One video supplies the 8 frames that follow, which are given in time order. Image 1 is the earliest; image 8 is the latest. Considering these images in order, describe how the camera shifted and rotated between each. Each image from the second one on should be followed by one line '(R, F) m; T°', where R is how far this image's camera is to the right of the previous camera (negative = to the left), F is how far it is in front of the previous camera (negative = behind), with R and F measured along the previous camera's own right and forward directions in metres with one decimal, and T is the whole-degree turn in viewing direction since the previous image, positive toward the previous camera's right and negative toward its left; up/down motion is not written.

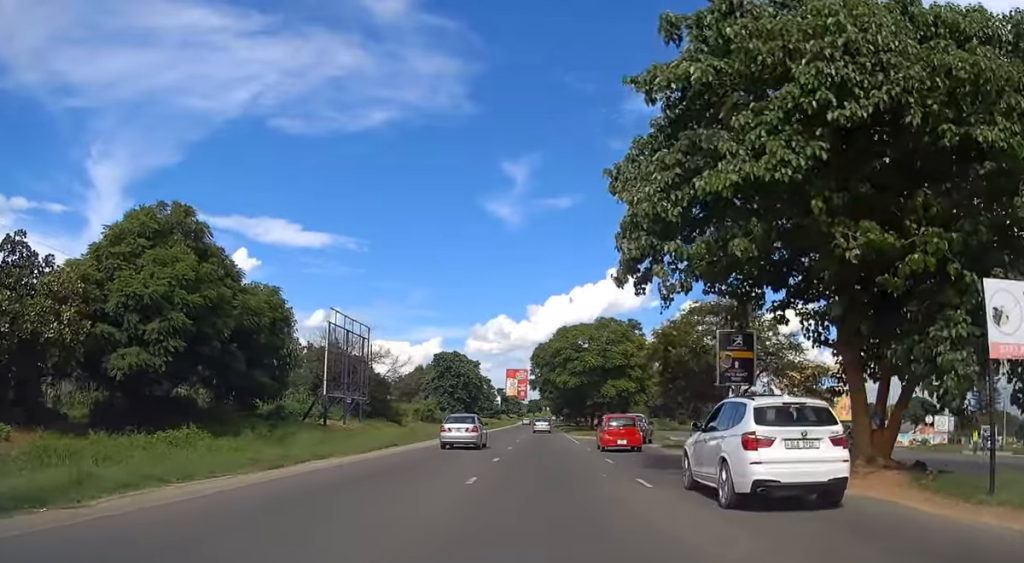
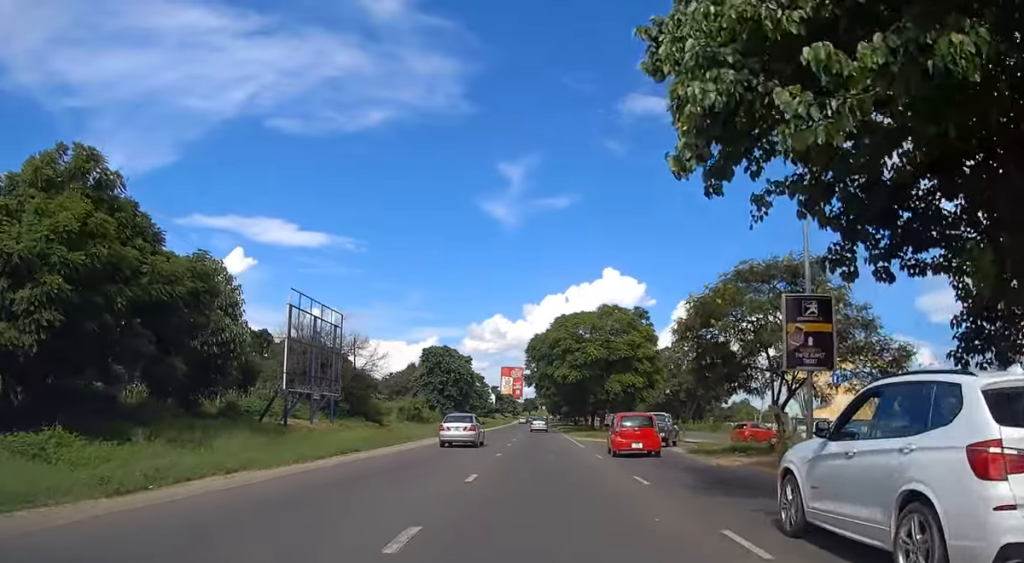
(+0.1, +7.3) m; 0°
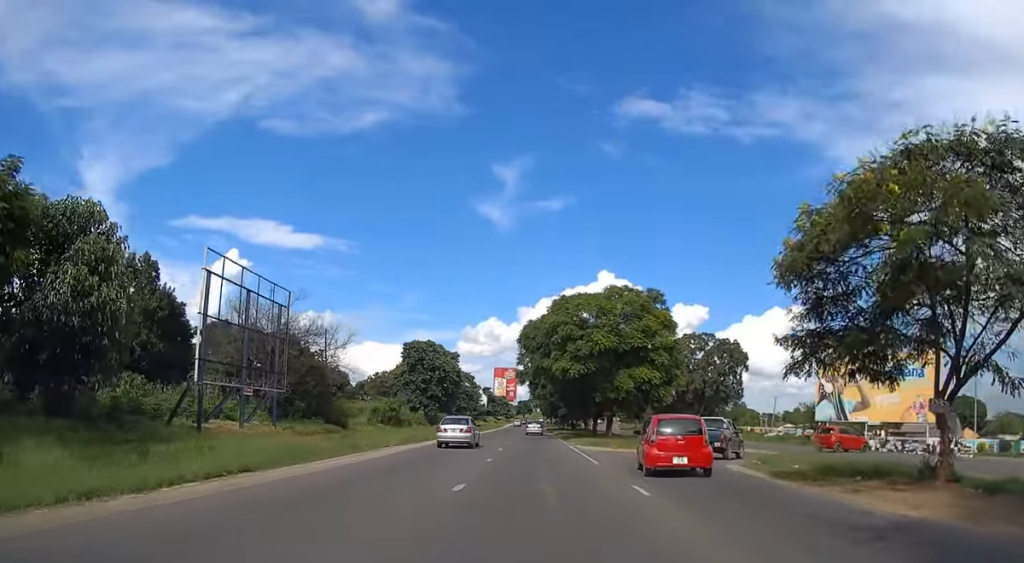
(0.0, +10.8) m; 0°
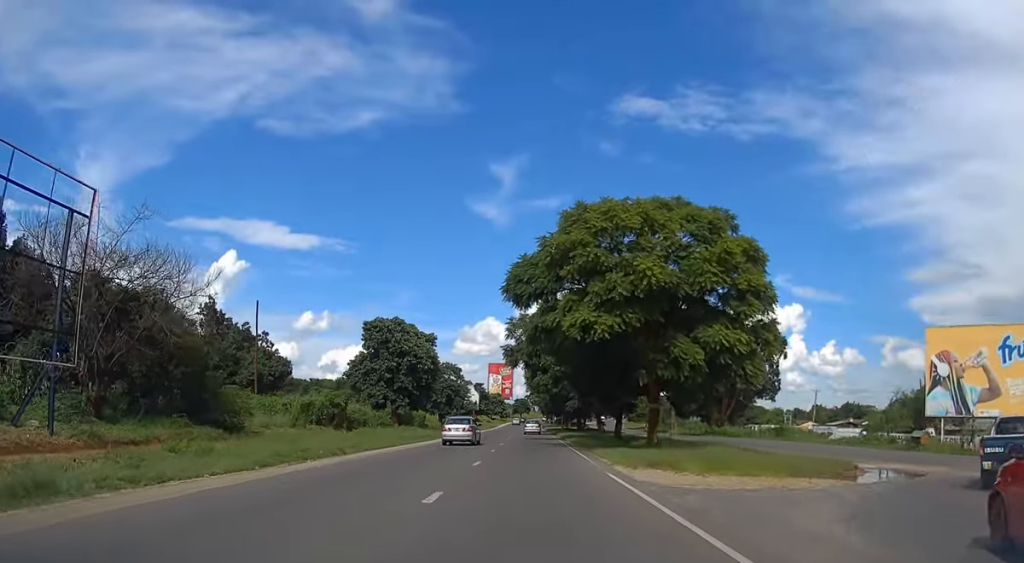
(-0.1, +20.9) m; 0°
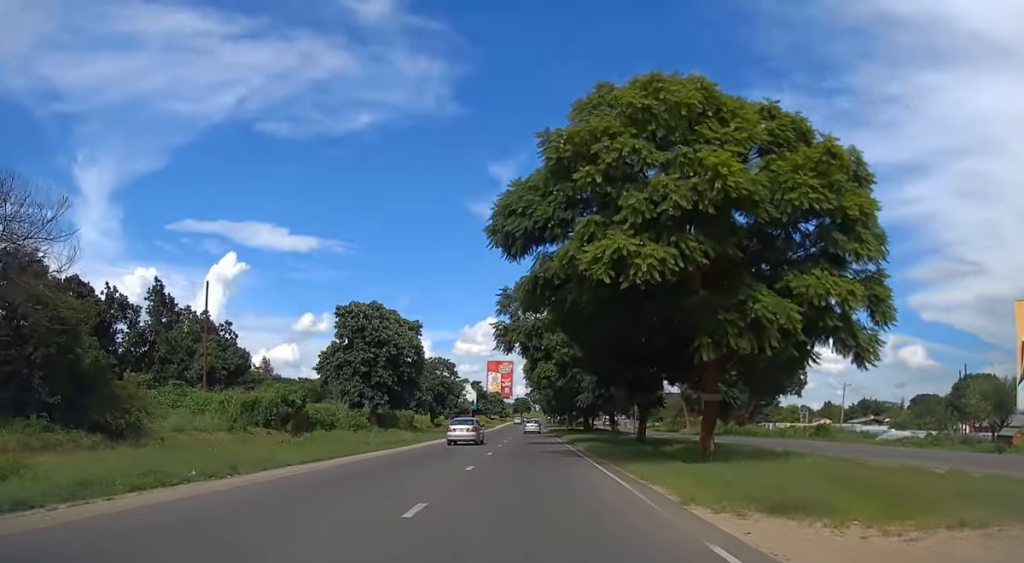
(+0.1, +10.3) m; 0°
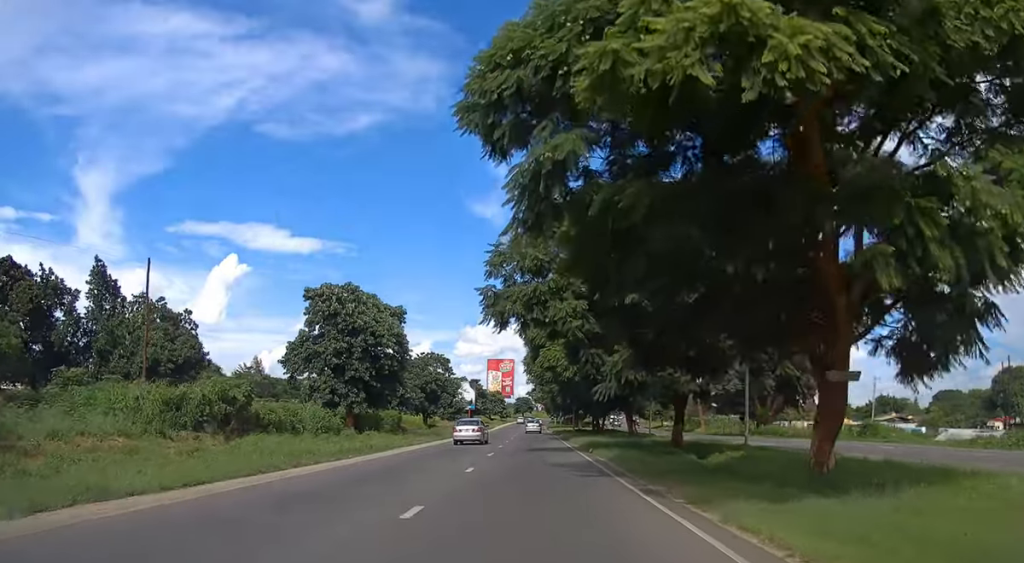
(0.0, +9.1) m; 0°
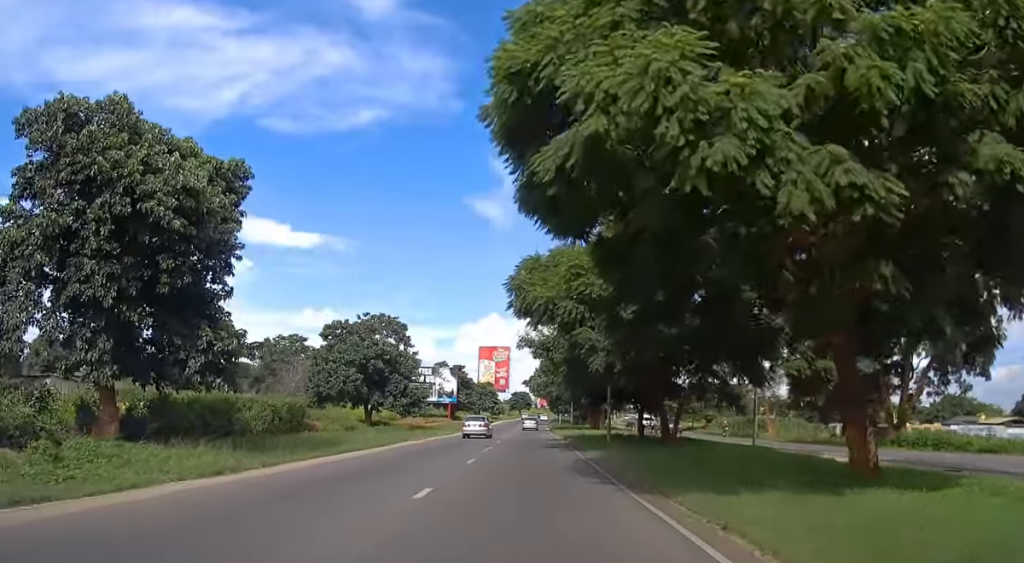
(0.0, +33.1) m; 0°
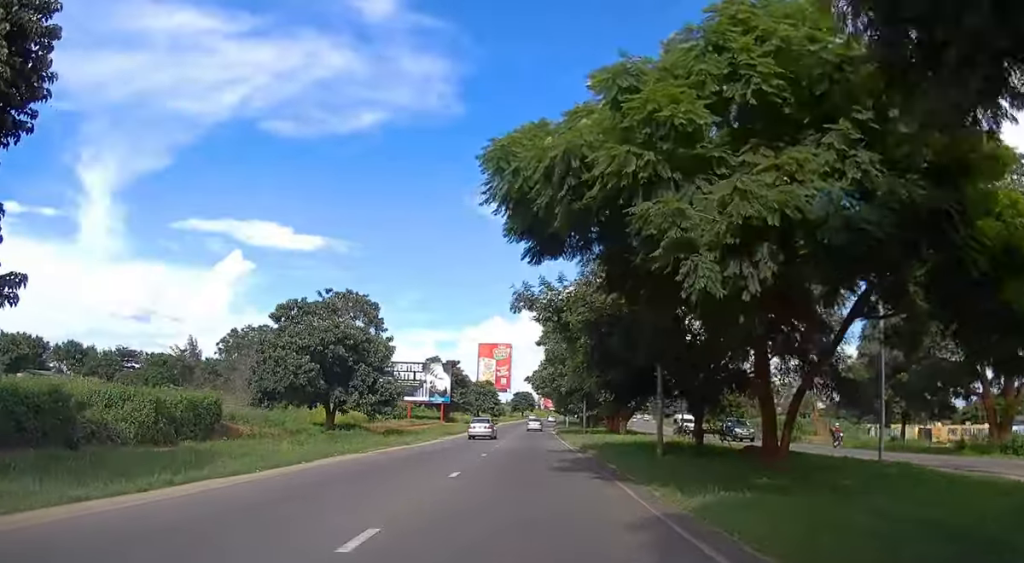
(0.0, +13.3) m; 0°
